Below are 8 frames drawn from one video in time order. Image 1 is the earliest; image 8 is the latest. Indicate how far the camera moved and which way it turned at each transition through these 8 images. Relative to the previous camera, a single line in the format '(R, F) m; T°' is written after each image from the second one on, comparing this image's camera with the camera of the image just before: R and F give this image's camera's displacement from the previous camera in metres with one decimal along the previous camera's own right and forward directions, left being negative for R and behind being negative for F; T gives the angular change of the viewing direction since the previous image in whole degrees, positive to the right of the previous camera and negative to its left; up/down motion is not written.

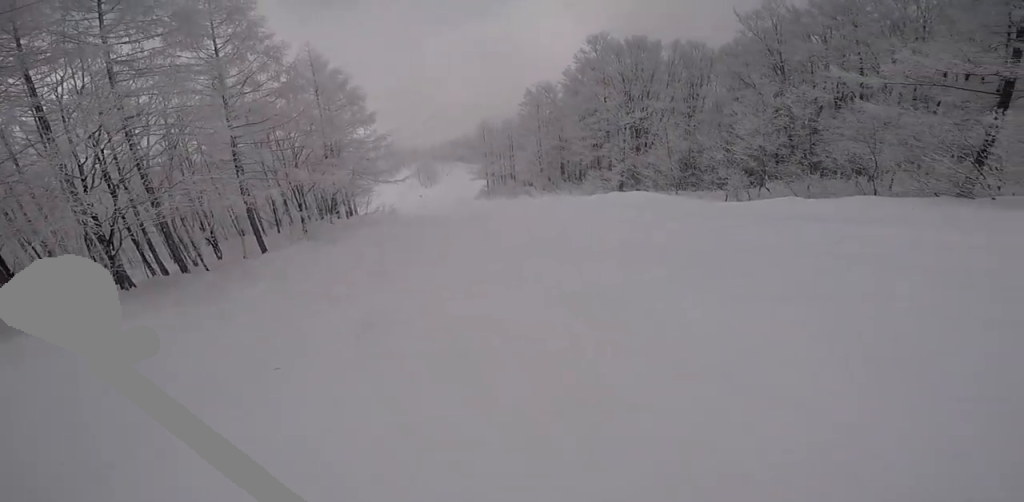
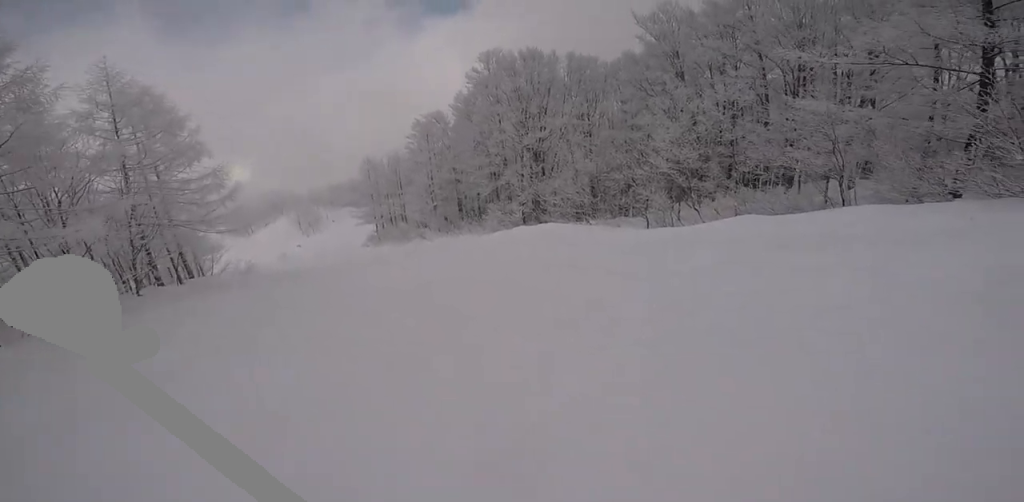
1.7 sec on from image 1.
(+2.4, +5.4) m; +14°
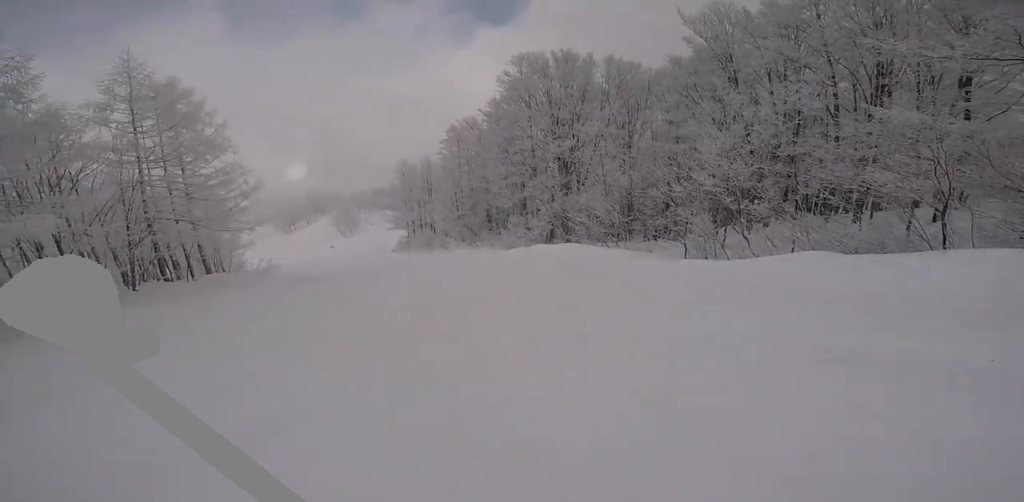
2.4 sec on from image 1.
(-0.3, +3.0) m; -9°
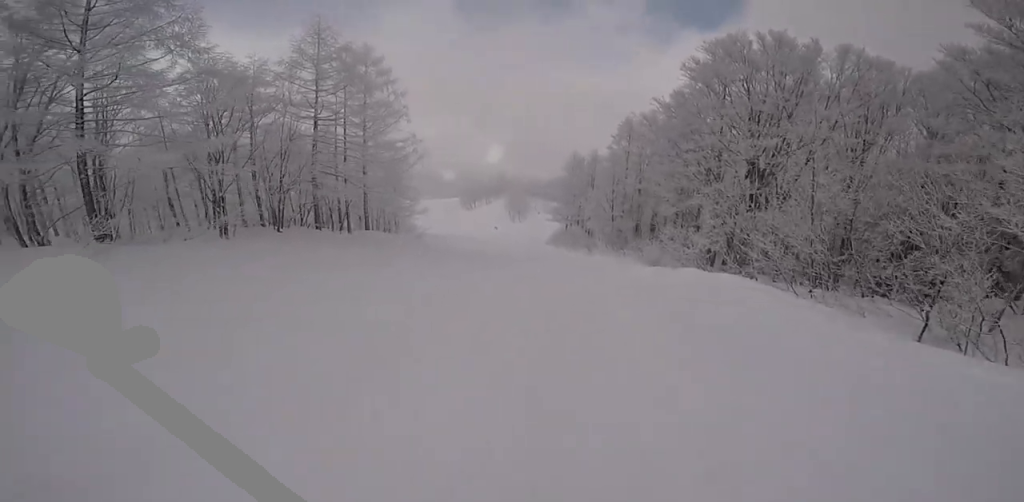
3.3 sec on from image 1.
(-0.4, +4.1) m; -21°
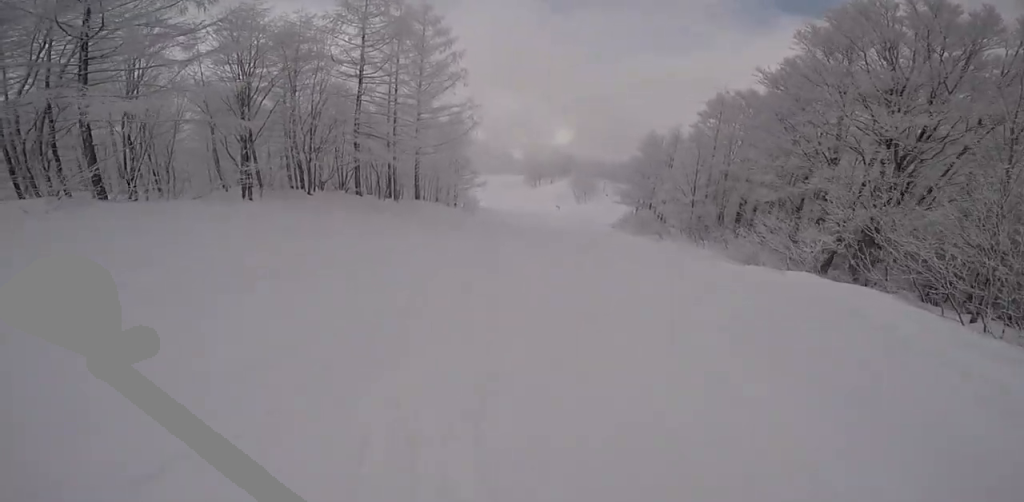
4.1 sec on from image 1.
(-0.7, +2.9) m; -11°
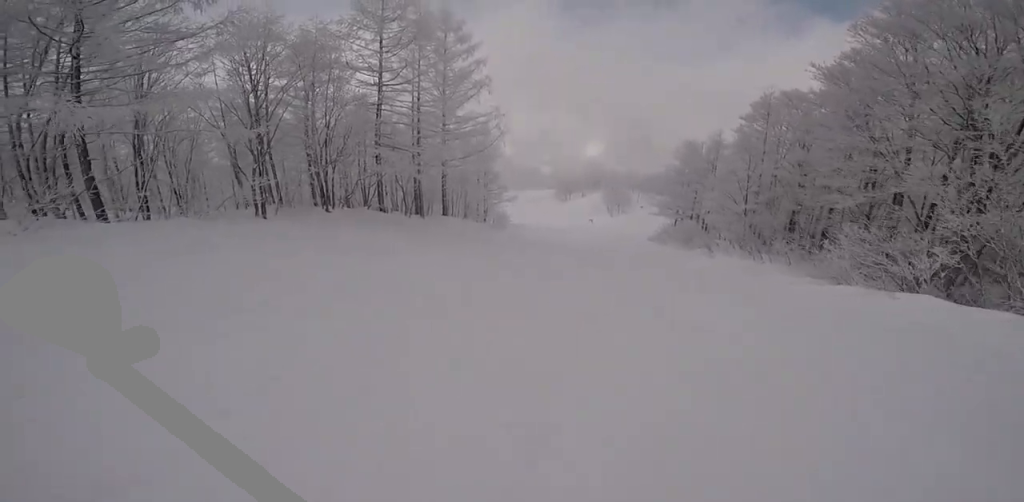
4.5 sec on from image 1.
(-0.4, +1.9) m; -6°
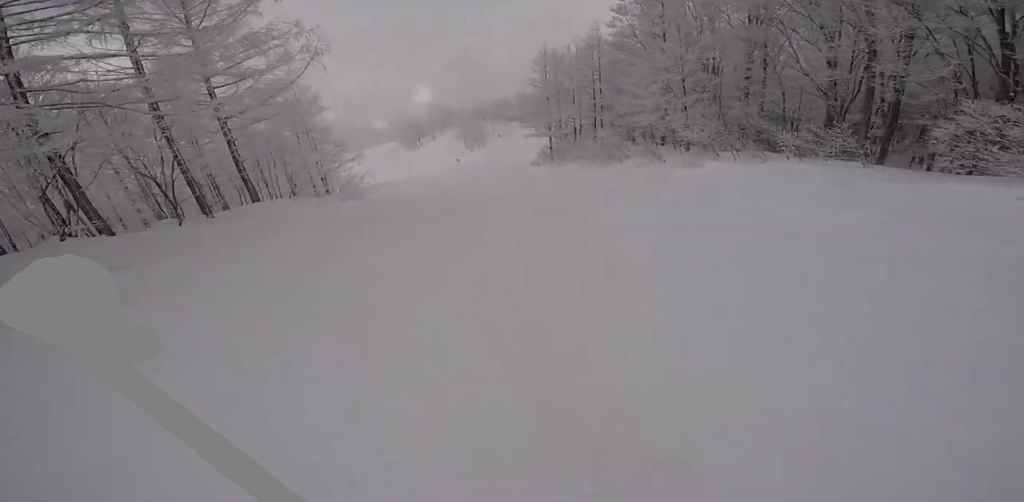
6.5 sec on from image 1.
(+1.4, +11.5) m; +15°
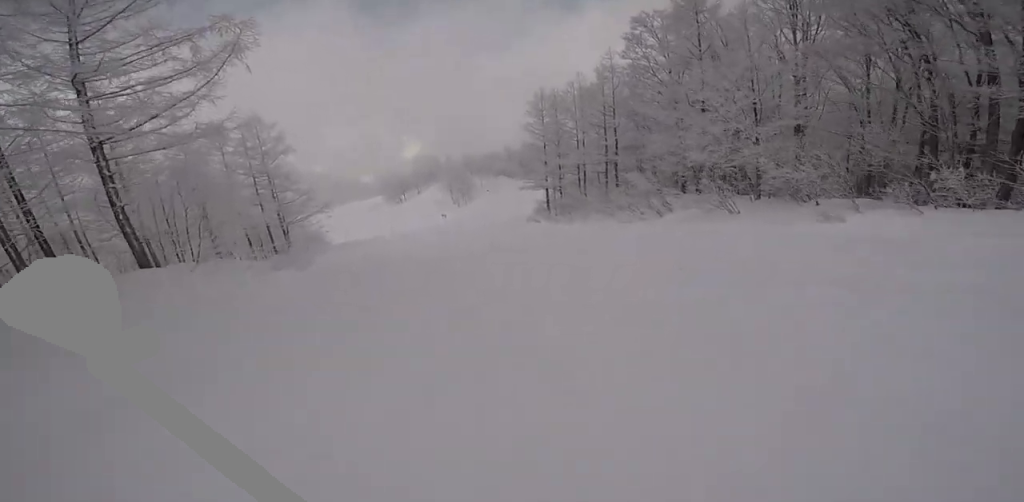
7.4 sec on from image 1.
(+0.7, +7.2) m; -4°
